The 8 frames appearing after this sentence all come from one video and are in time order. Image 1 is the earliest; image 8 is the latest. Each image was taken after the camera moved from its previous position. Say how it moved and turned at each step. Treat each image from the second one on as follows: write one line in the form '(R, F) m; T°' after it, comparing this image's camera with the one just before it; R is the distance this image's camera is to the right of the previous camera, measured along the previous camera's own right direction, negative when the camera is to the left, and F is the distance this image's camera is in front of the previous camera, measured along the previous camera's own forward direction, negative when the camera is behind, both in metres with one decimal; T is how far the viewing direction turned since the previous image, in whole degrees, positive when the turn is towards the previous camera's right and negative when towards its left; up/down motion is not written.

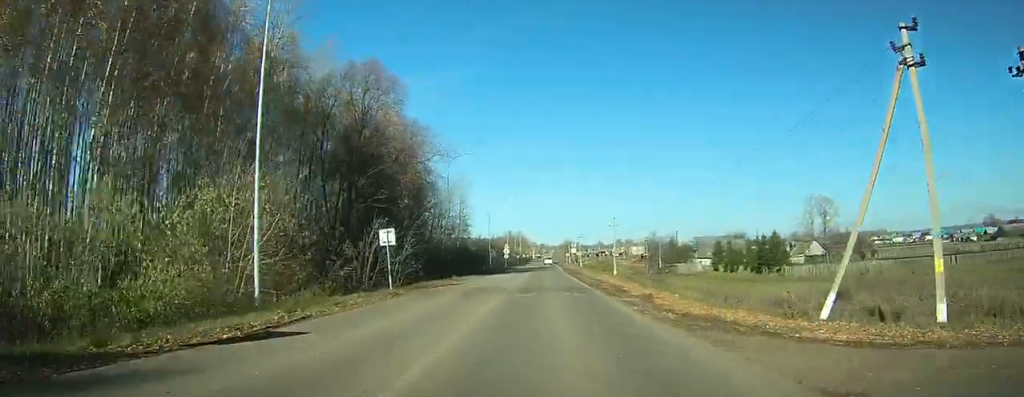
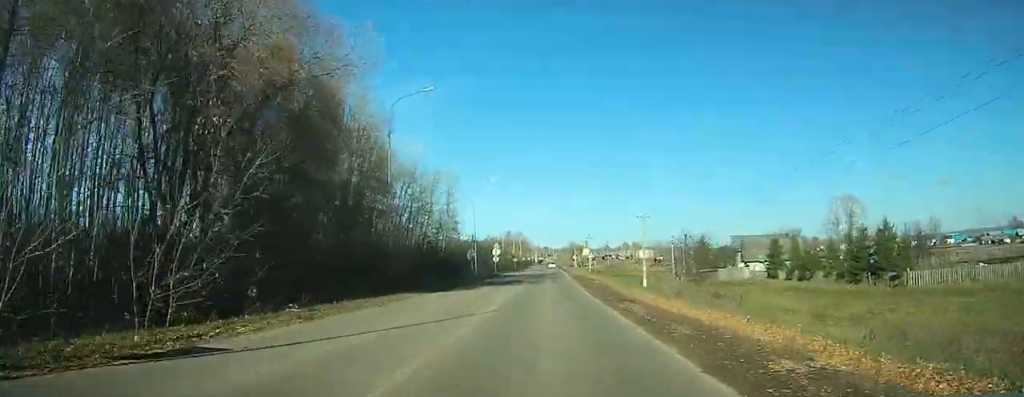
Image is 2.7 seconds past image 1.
(+0.5, +25.5) m; 0°
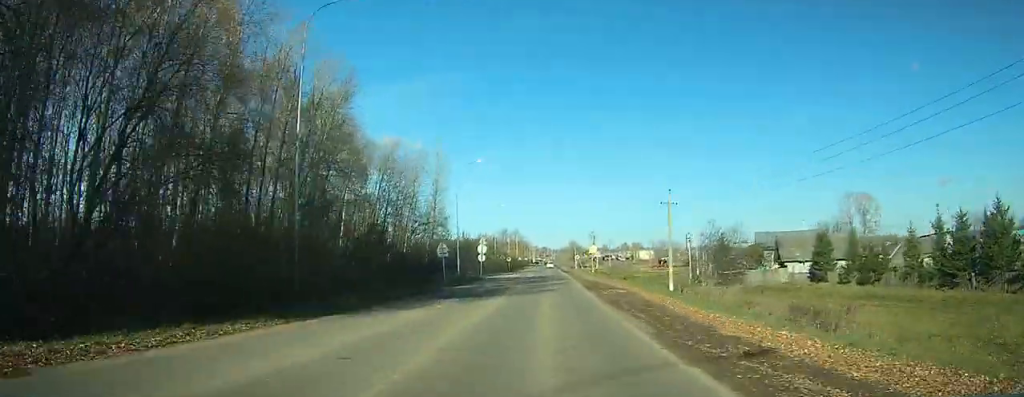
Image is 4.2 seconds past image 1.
(-0.1, +14.4) m; -1°
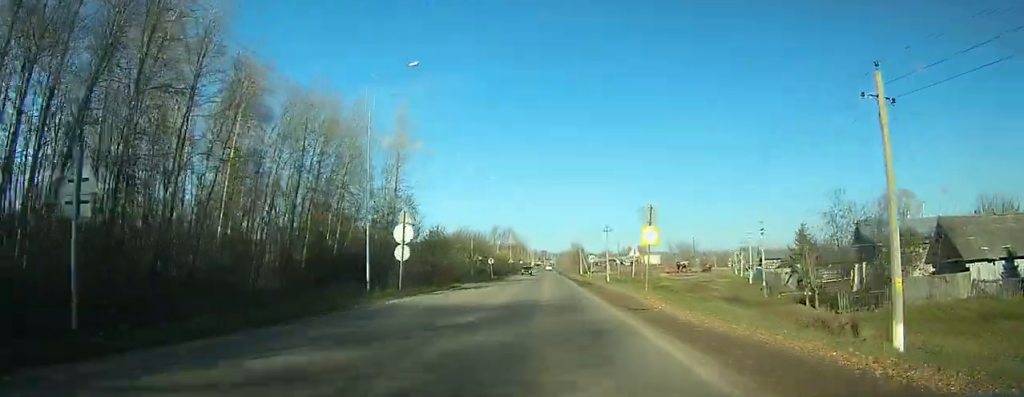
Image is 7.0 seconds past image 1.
(-0.2, +23.1) m; 0°
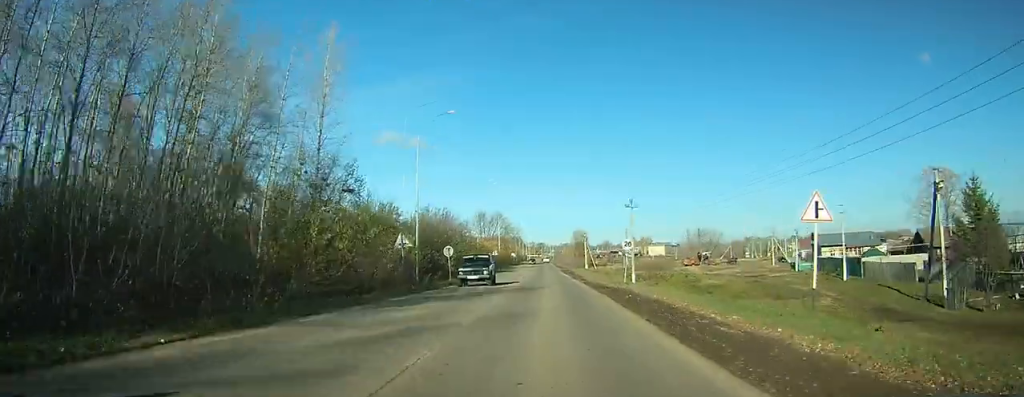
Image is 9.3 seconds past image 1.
(0.0, +18.4) m; 0°
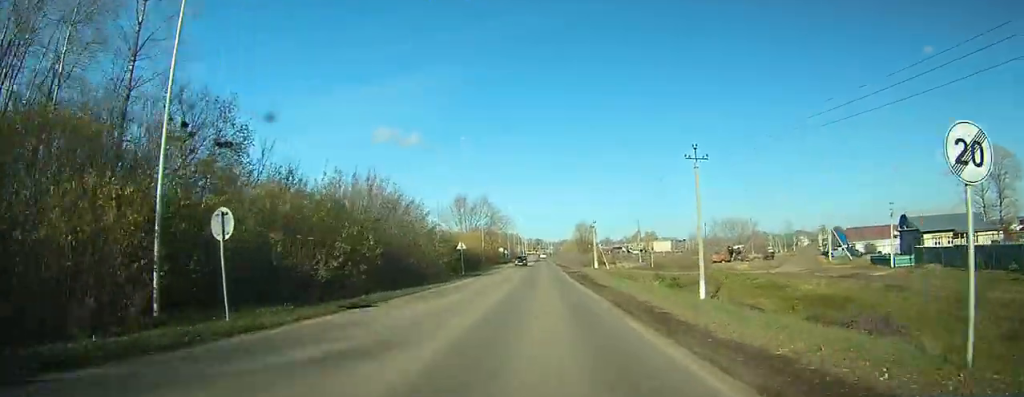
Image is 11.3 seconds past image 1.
(0.0, +21.4) m; 0°
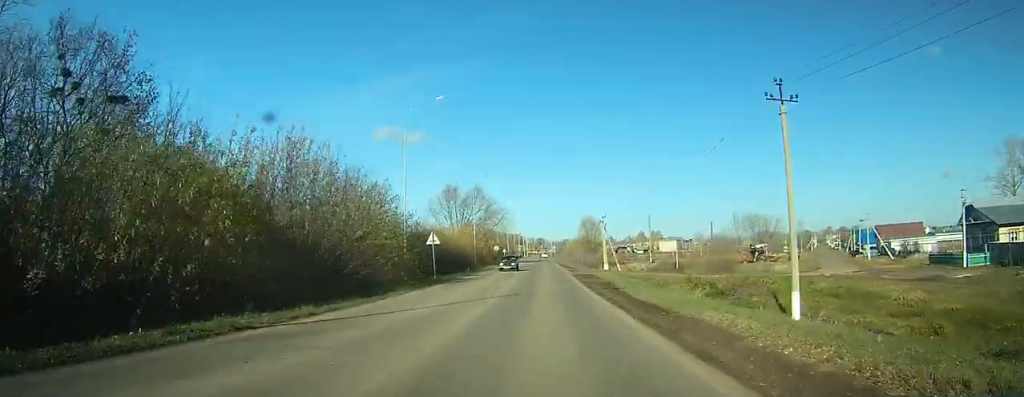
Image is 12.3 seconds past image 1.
(0.0, +12.4) m; 0°
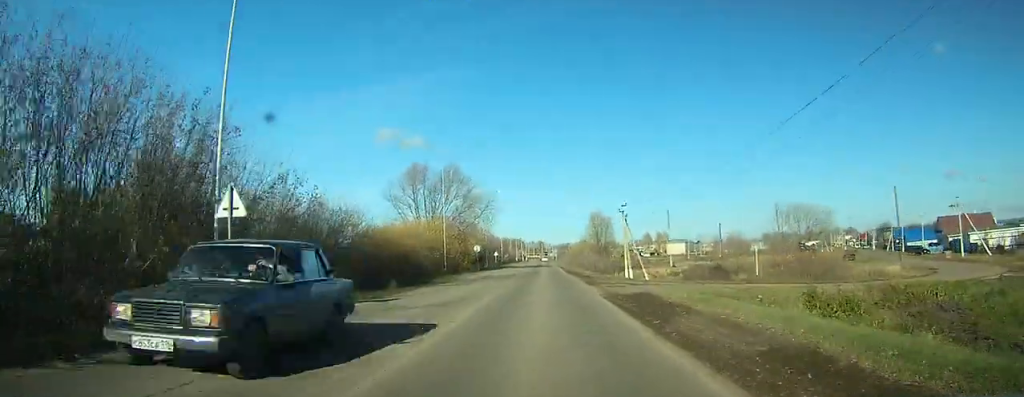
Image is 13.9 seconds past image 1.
(0.0, +26.1) m; 0°
